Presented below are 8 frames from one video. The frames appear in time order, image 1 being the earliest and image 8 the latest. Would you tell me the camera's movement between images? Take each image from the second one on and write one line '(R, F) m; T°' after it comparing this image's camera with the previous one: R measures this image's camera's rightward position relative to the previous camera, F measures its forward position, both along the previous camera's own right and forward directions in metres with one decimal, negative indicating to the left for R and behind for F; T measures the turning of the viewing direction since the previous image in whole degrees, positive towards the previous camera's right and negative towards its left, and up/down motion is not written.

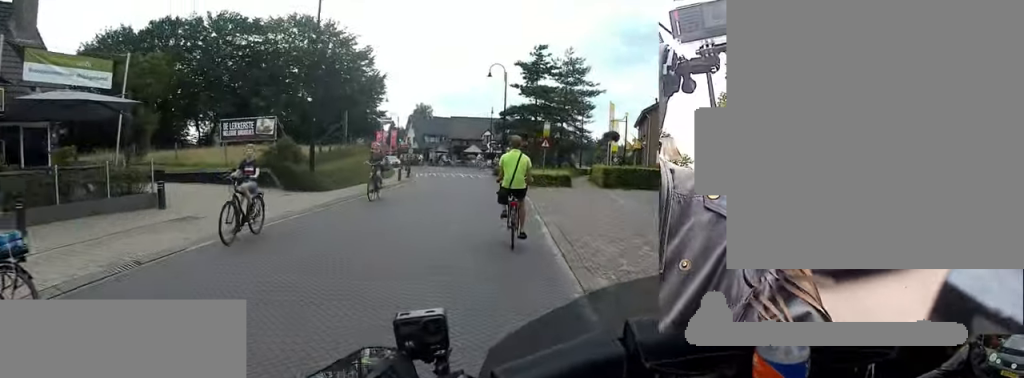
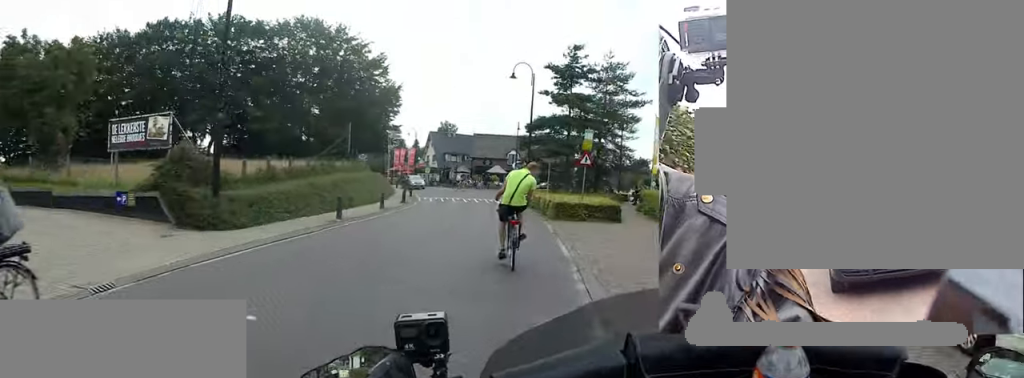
(0.0, +8.0) m; 0°
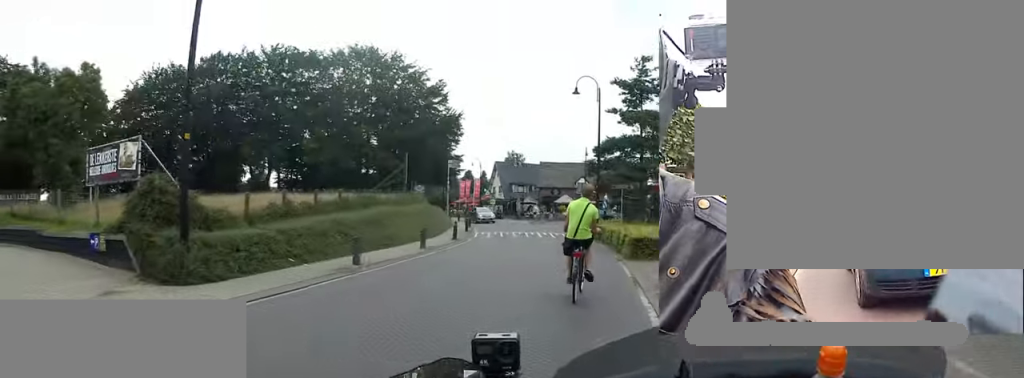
(0.0, +3.7) m; 0°
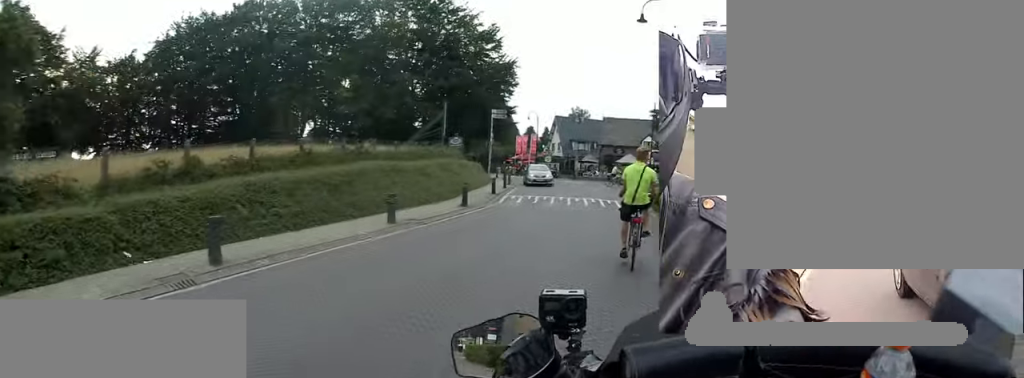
(0.0, +6.2) m; -2°
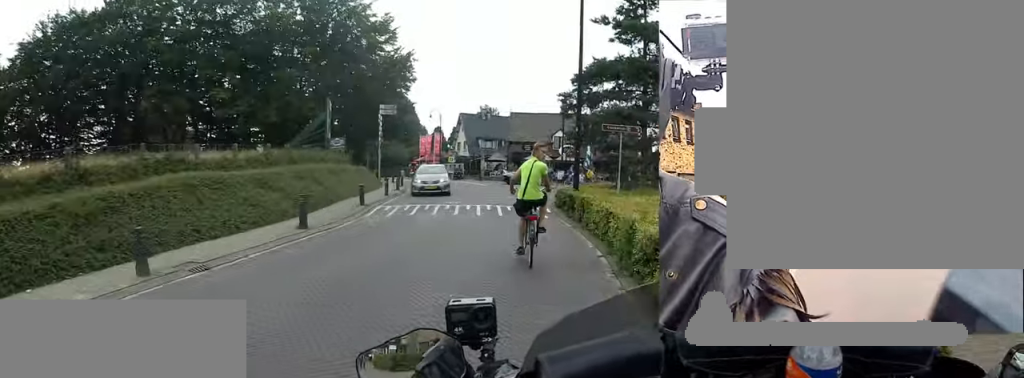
(-0.2, +4.5) m; -2°
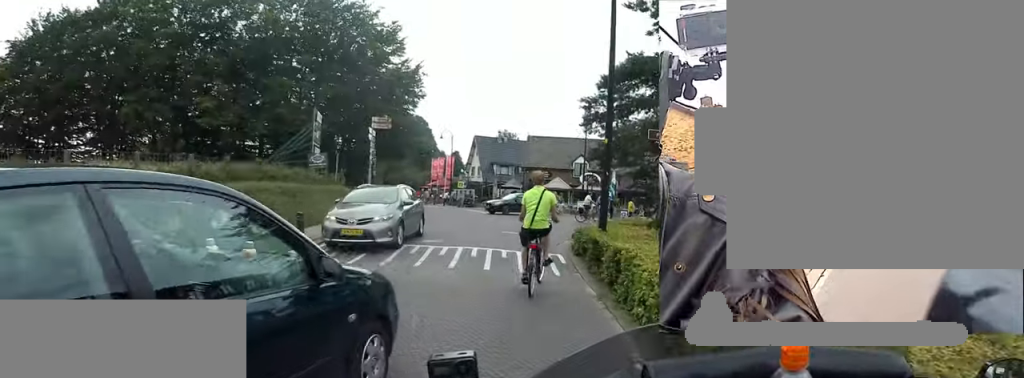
(-0.1, +4.8) m; 0°
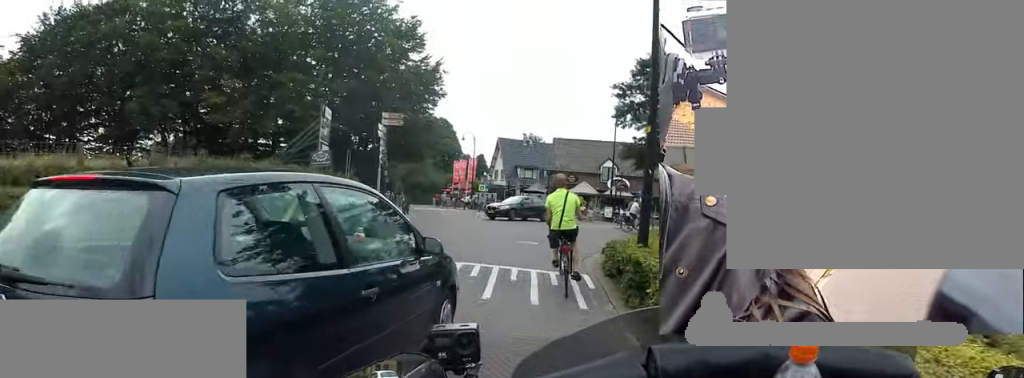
(0.0, +2.4) m; +1°
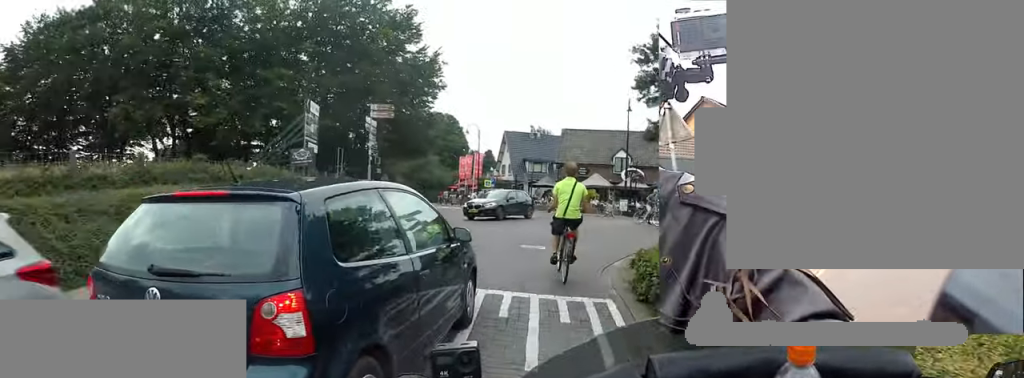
(+0.1, +2.4) m; +4°
